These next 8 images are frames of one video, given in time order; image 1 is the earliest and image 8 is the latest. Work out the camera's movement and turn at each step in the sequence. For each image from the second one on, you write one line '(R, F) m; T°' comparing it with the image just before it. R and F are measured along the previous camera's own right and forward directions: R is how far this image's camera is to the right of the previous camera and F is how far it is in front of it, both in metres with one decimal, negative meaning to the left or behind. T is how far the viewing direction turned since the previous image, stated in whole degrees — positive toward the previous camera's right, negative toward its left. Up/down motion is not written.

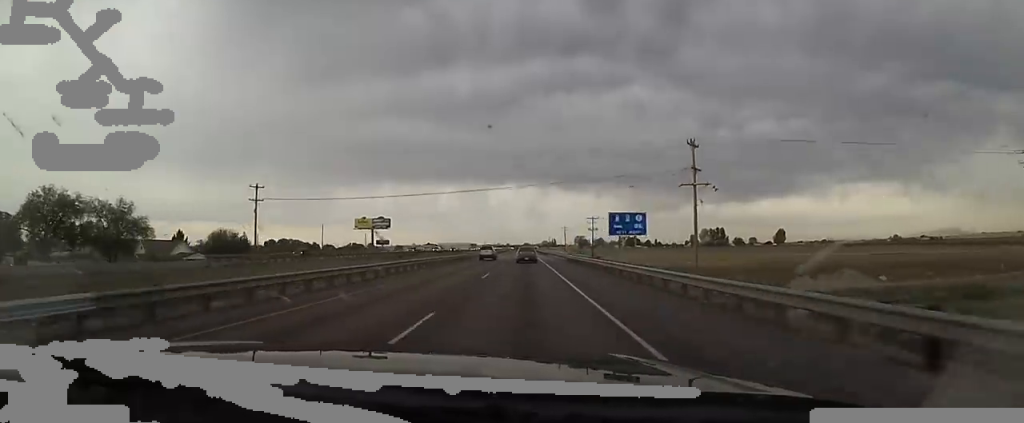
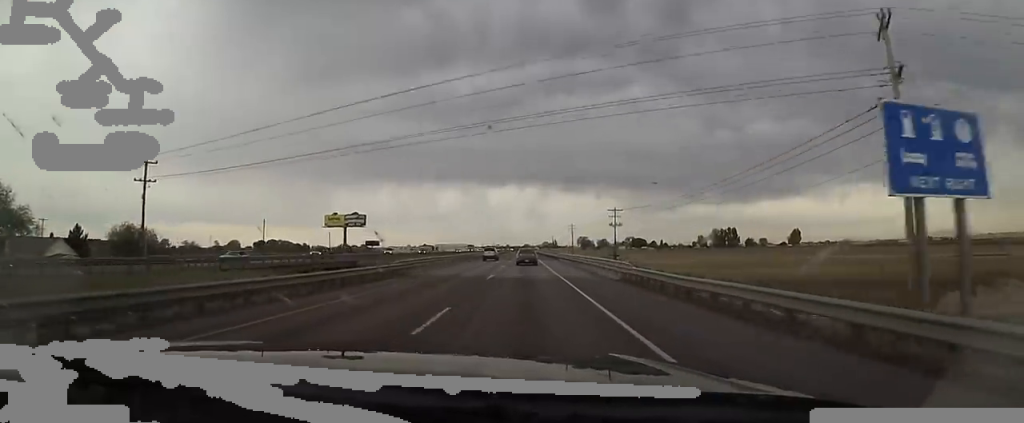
(+0.3, +28.9) m; 0°
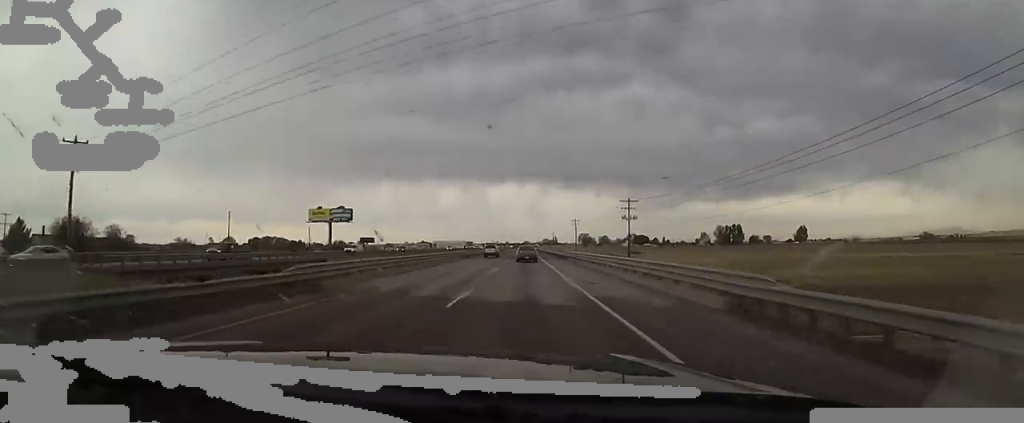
(-0.1, +12.2) m; 0°
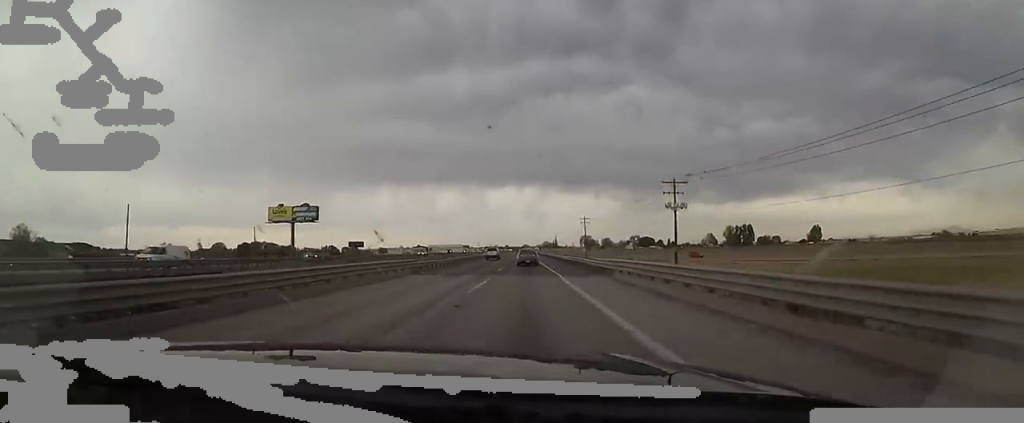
(-0.2, +24.6) m; 0°
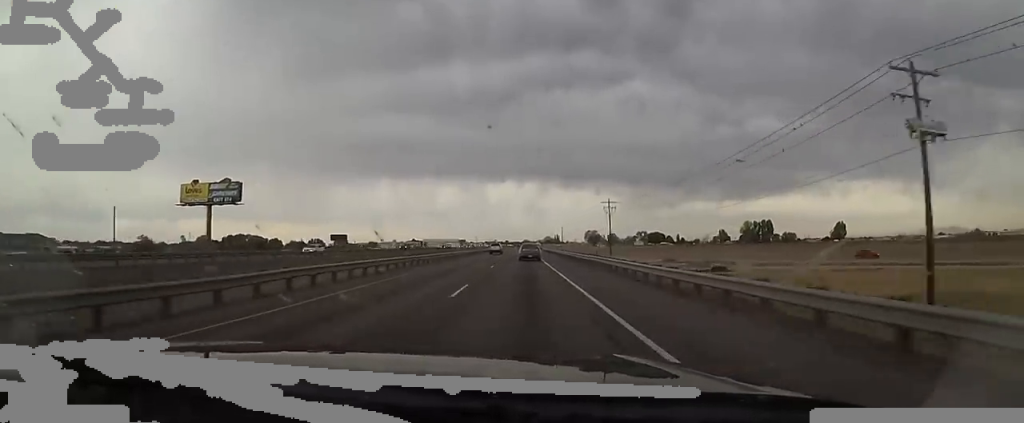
(+0.4, +35.7) m; +1°
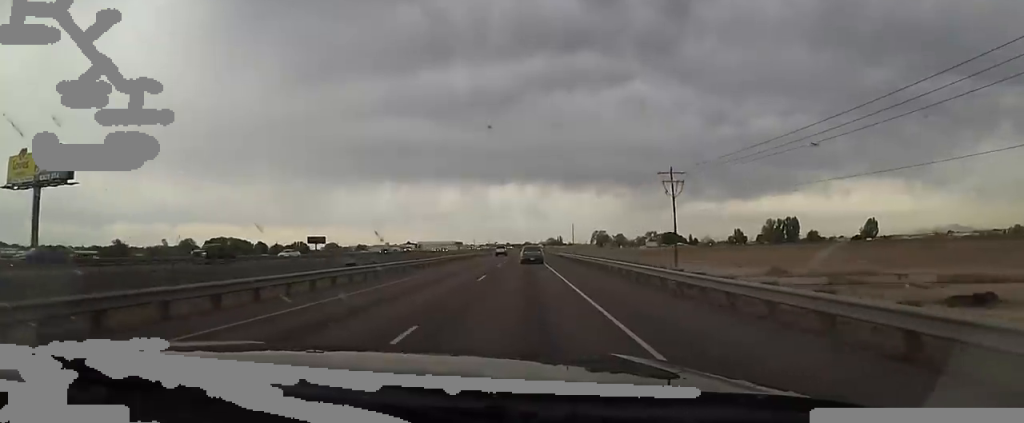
(-0.1, +37.5) m; 0°
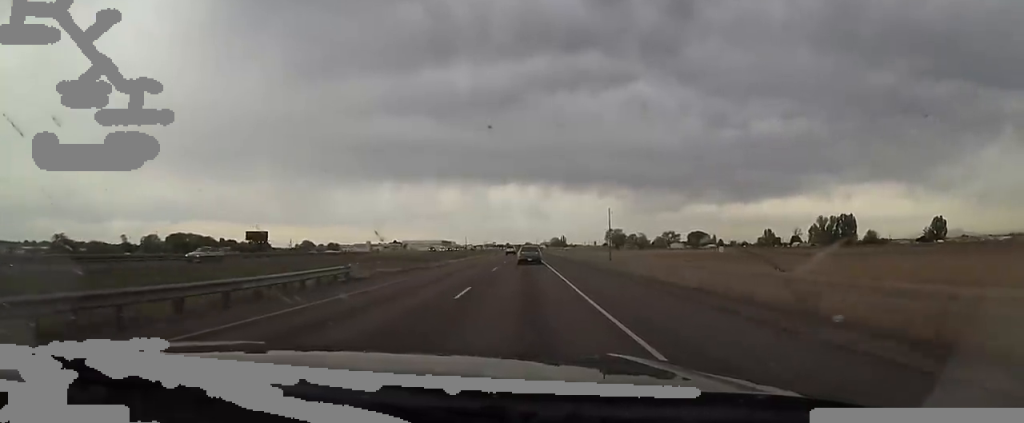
(-1.0, +66.6) m; -1°
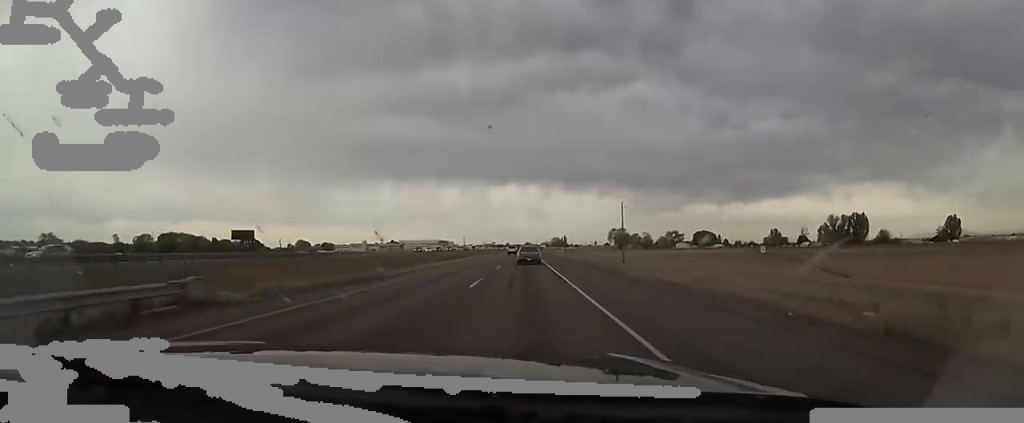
(+0.1, +11.8) m; 0°
